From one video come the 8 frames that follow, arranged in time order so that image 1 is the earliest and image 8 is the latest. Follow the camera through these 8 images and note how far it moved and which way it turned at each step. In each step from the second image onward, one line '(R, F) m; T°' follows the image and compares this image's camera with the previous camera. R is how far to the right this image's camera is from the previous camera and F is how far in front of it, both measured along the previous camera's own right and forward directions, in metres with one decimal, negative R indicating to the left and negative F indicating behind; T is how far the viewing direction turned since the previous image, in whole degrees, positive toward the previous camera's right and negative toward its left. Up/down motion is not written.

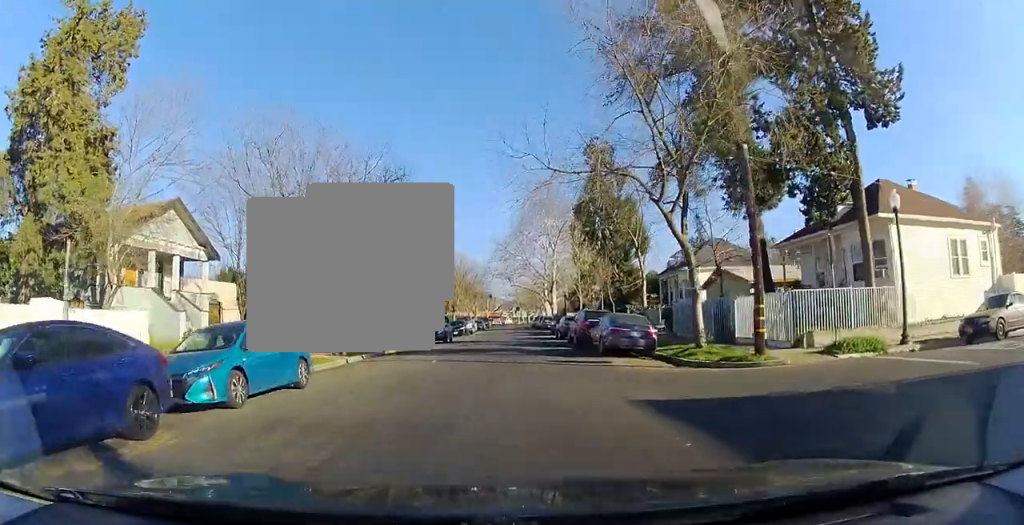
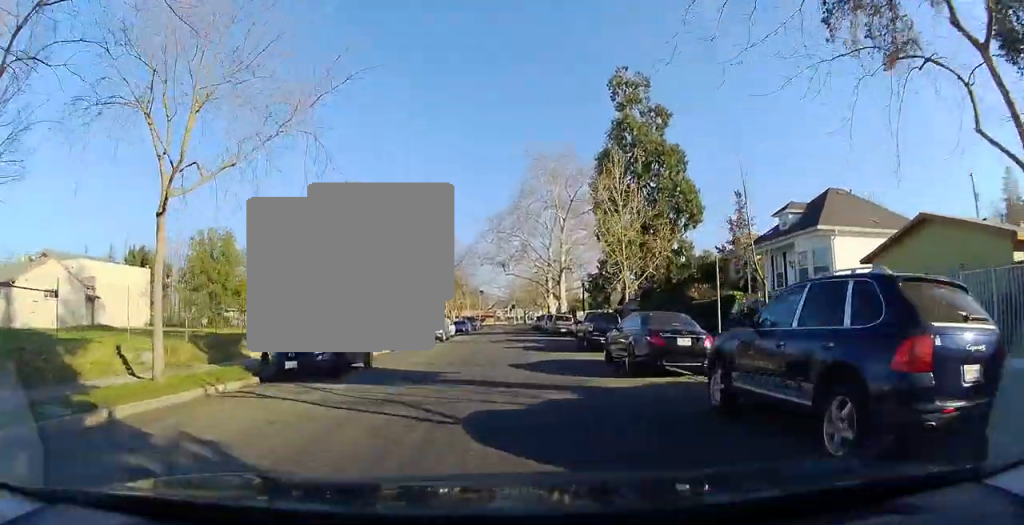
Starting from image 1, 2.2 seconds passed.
(-0.8, +19.7) m; +1°
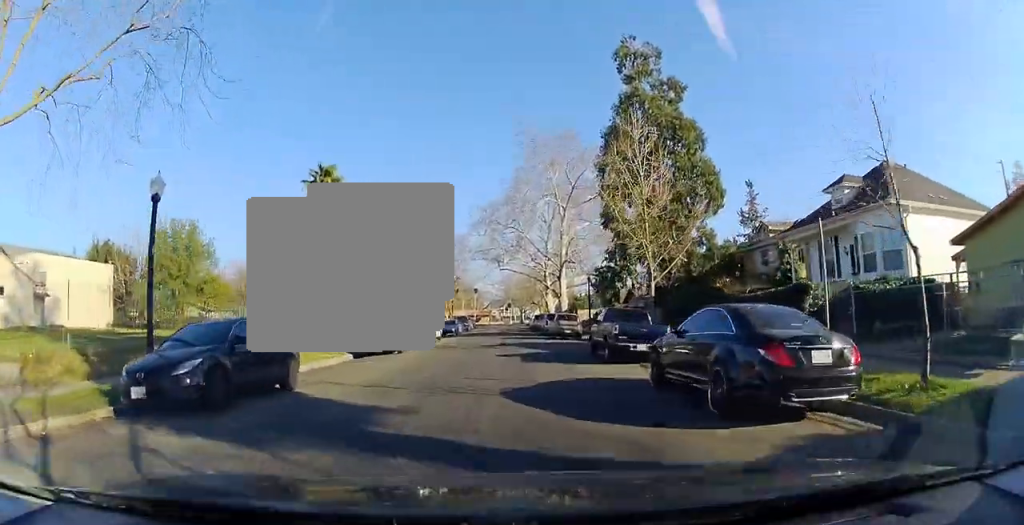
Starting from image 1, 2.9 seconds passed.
(+0.3, +5.6) m; +2°
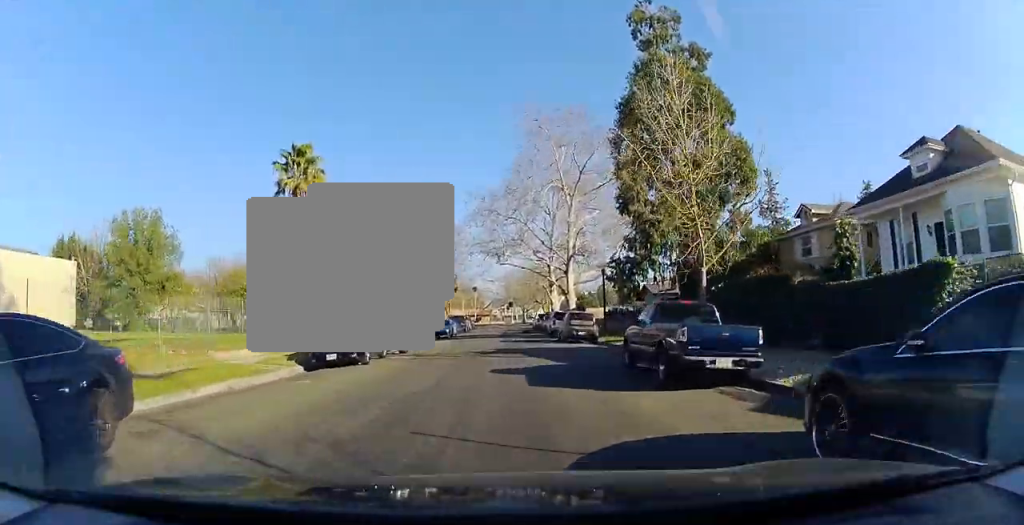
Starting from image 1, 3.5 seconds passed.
(0.0, +5.6) m; 0°
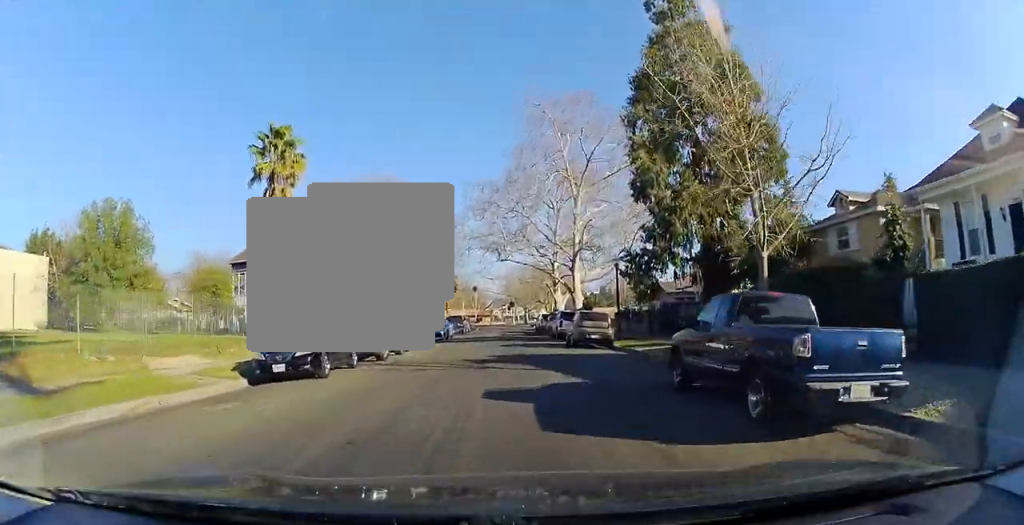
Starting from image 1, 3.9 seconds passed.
(0.0, +3.9) m; 0°
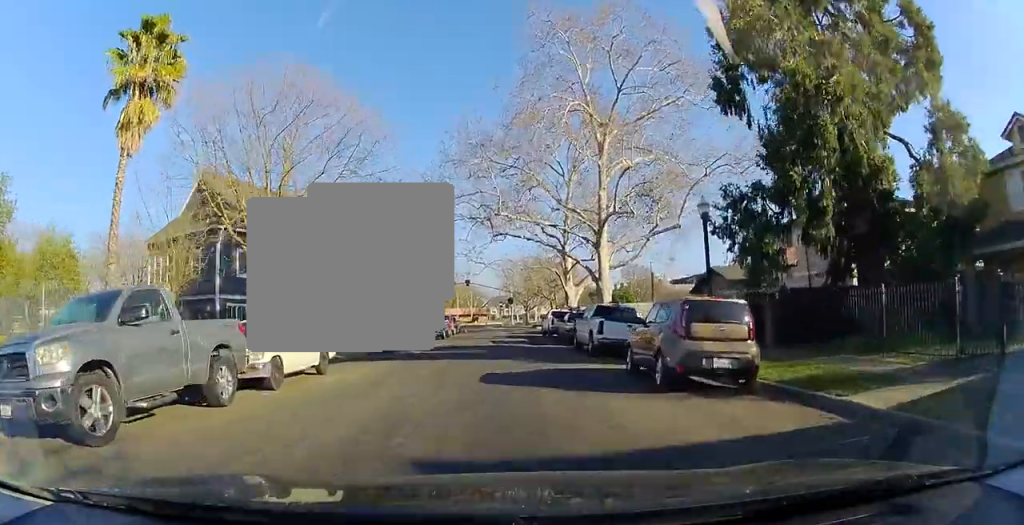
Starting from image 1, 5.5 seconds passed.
(0.0, +13.7) m; -1°
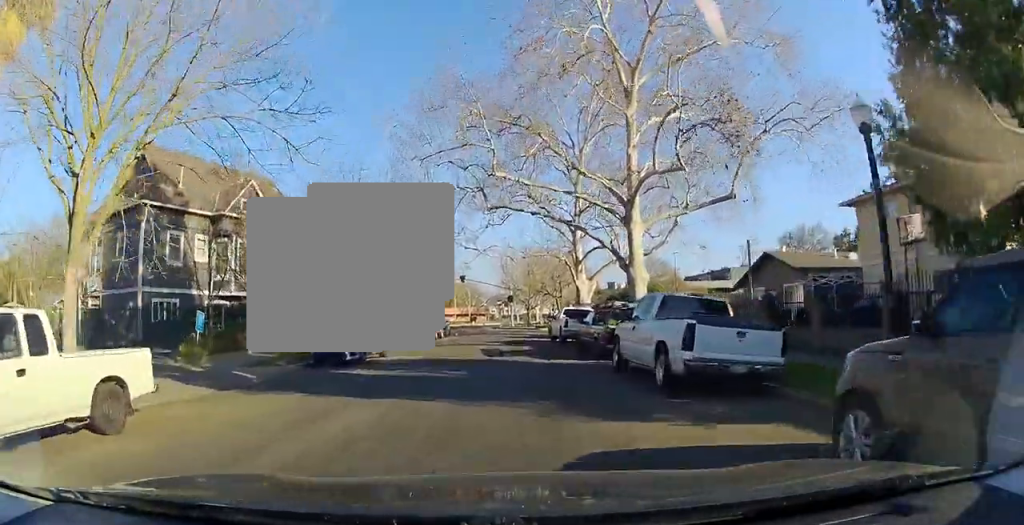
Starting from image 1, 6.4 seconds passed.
(-0.1, +8.0) m; -1°
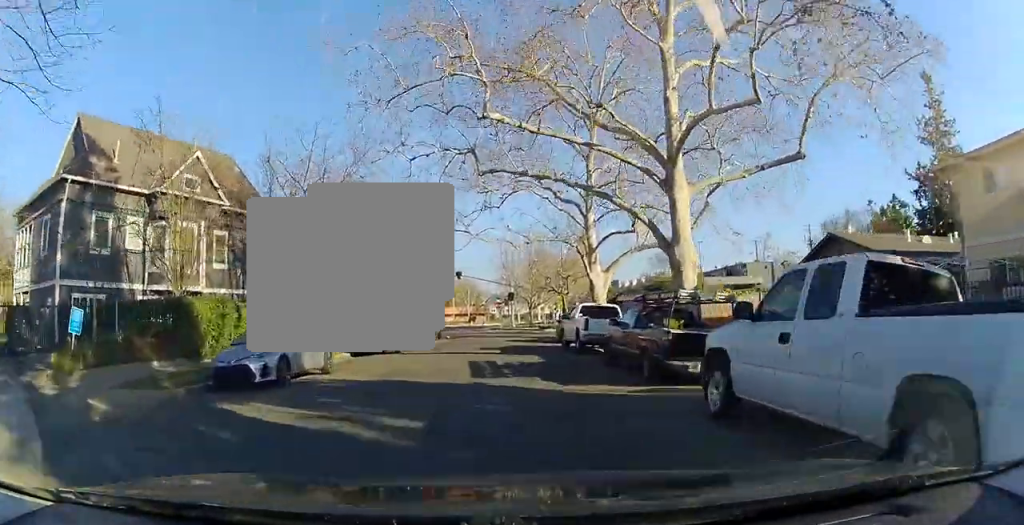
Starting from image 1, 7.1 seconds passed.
(-0.1, +6.1) m; -1°
